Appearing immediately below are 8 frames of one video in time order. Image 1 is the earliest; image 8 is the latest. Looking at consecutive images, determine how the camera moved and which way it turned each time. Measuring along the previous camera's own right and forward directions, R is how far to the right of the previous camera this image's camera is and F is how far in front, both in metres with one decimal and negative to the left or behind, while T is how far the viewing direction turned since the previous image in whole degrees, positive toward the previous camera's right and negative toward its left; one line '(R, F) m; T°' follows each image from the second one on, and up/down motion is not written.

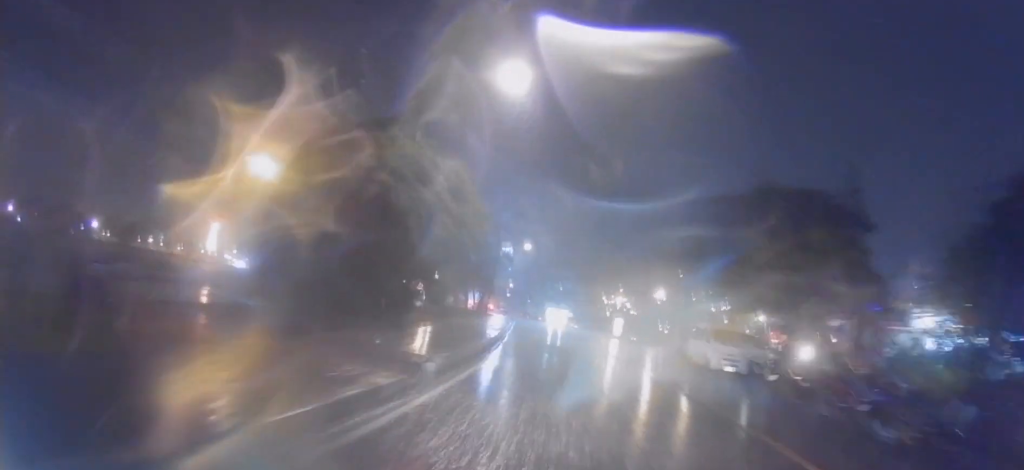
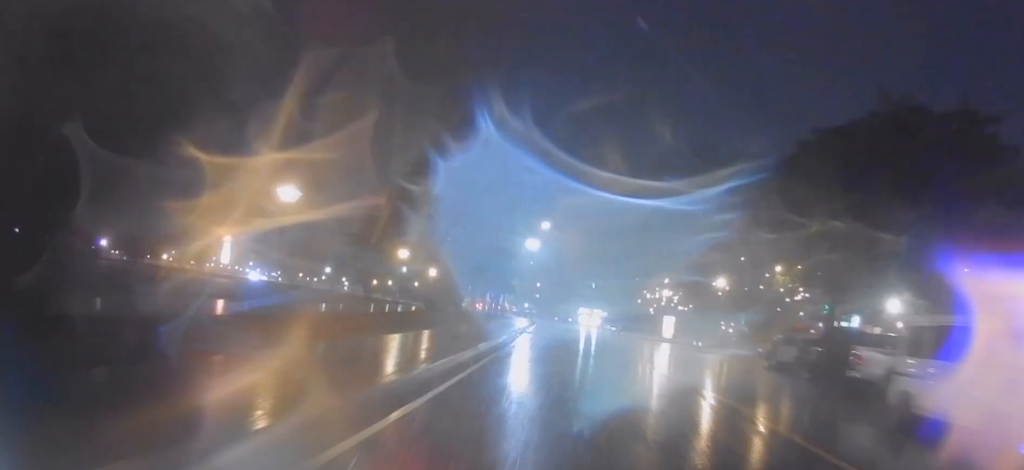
(-0.7, +14.5) m; -1°
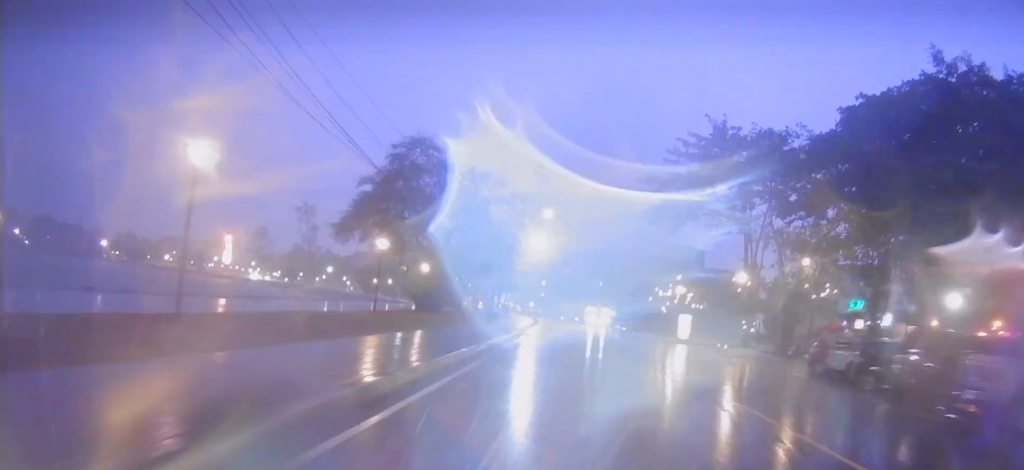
(+0.2, +4.5) m; 0°
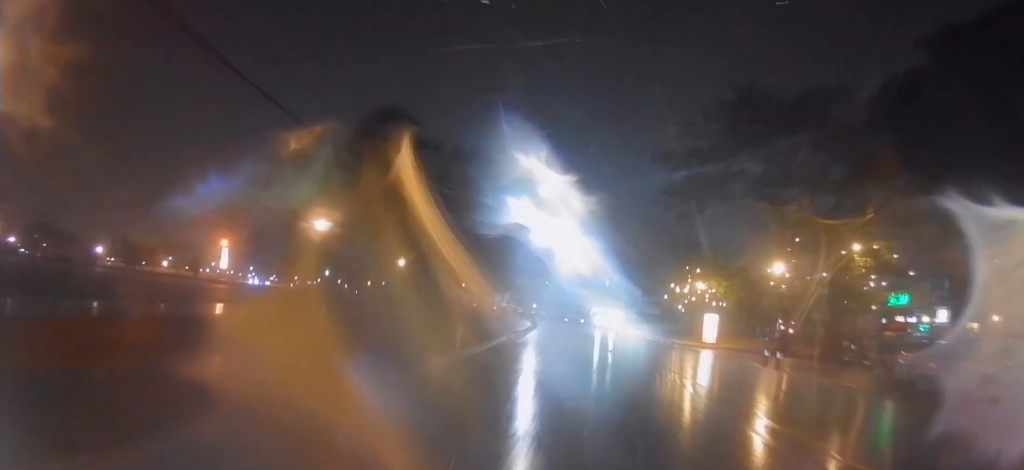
(+0.2, +7.3) m; 0°
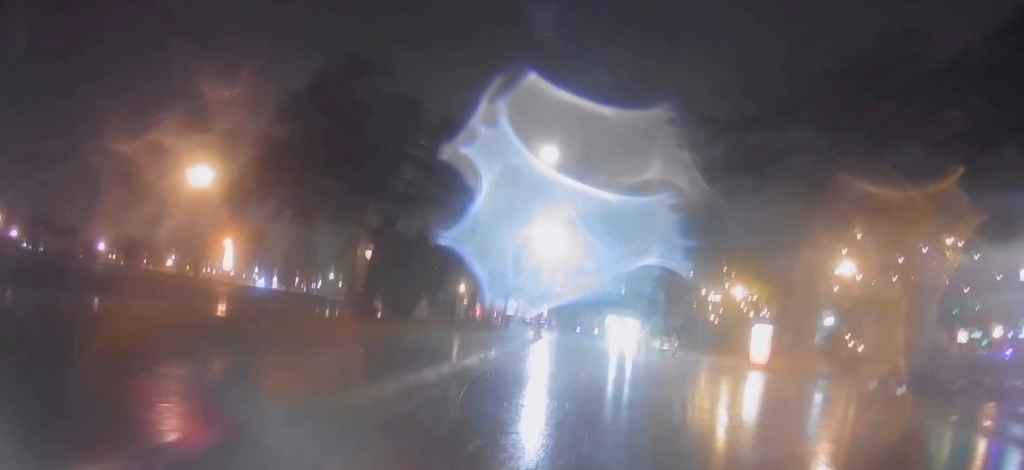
(-0.4, +8.4) m; -1°
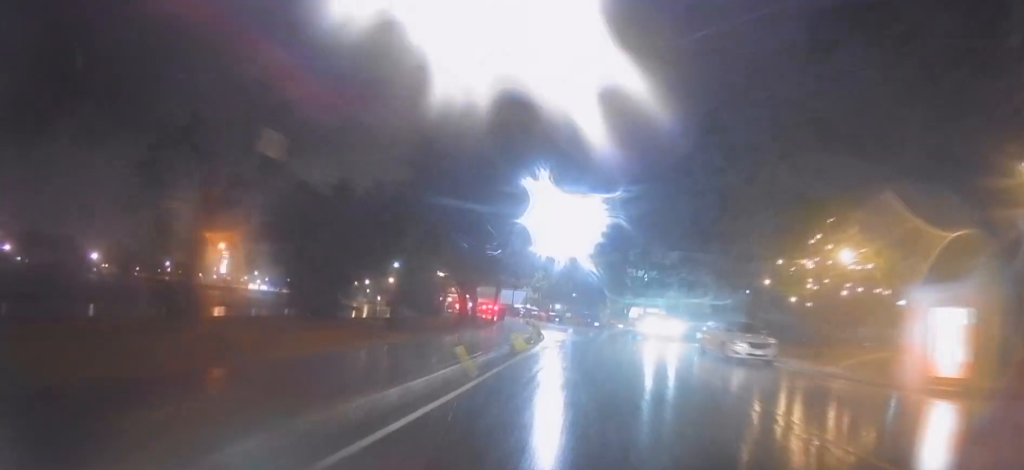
(-0.1, +15.8) m; -4°
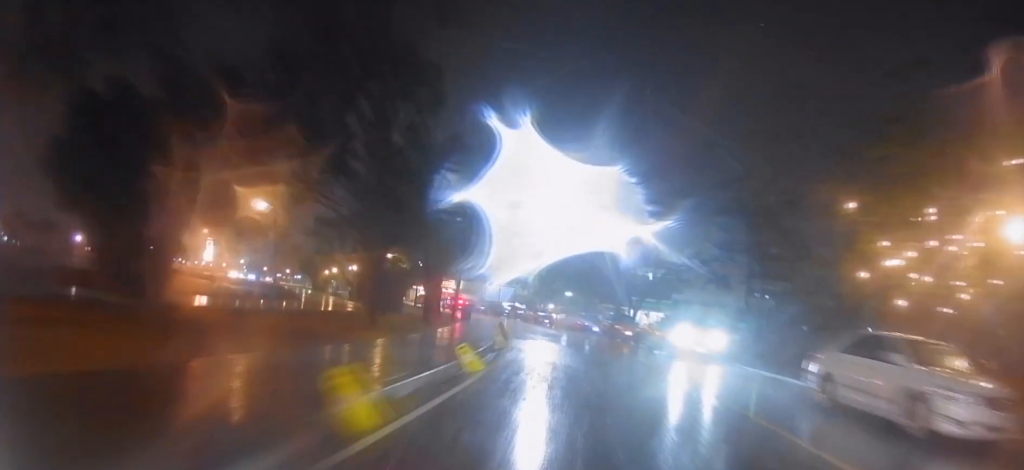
(-0.7, +12.9) m; -3°
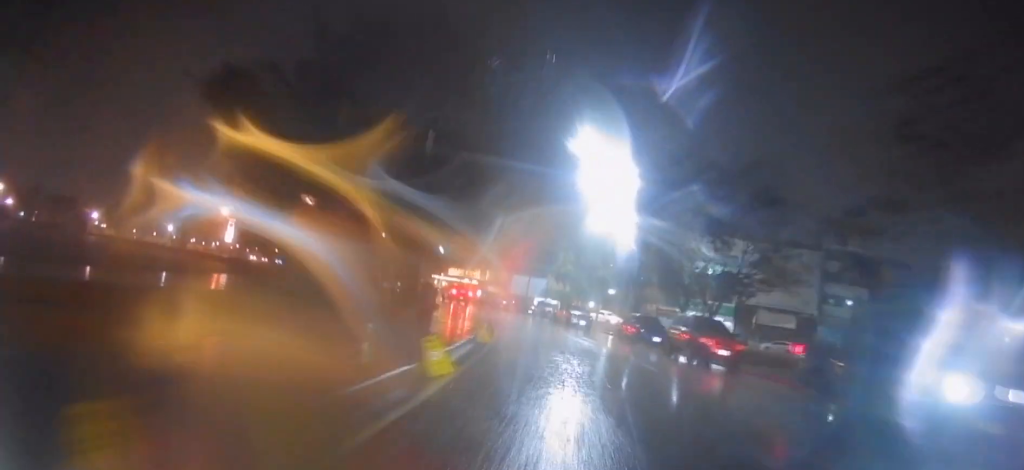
(0.0, +15.9) m; +2°
